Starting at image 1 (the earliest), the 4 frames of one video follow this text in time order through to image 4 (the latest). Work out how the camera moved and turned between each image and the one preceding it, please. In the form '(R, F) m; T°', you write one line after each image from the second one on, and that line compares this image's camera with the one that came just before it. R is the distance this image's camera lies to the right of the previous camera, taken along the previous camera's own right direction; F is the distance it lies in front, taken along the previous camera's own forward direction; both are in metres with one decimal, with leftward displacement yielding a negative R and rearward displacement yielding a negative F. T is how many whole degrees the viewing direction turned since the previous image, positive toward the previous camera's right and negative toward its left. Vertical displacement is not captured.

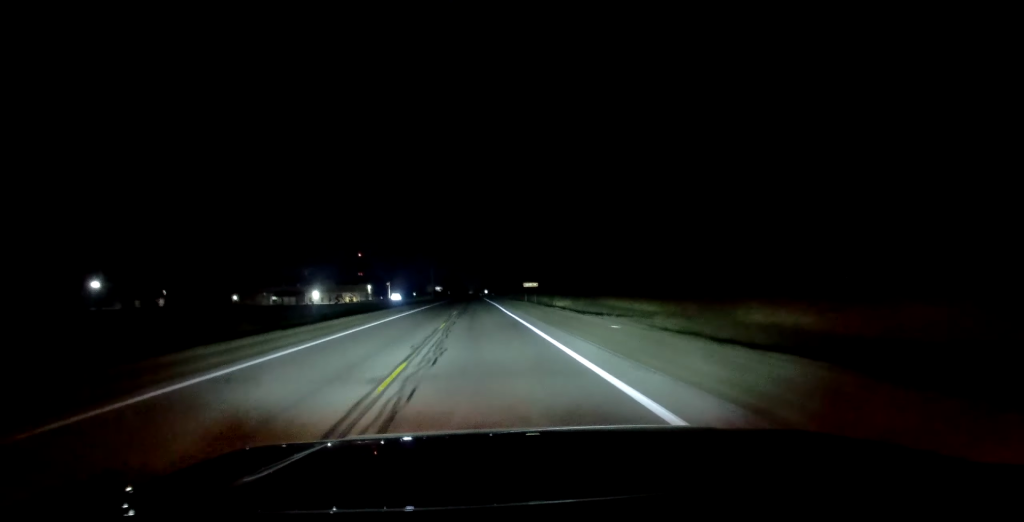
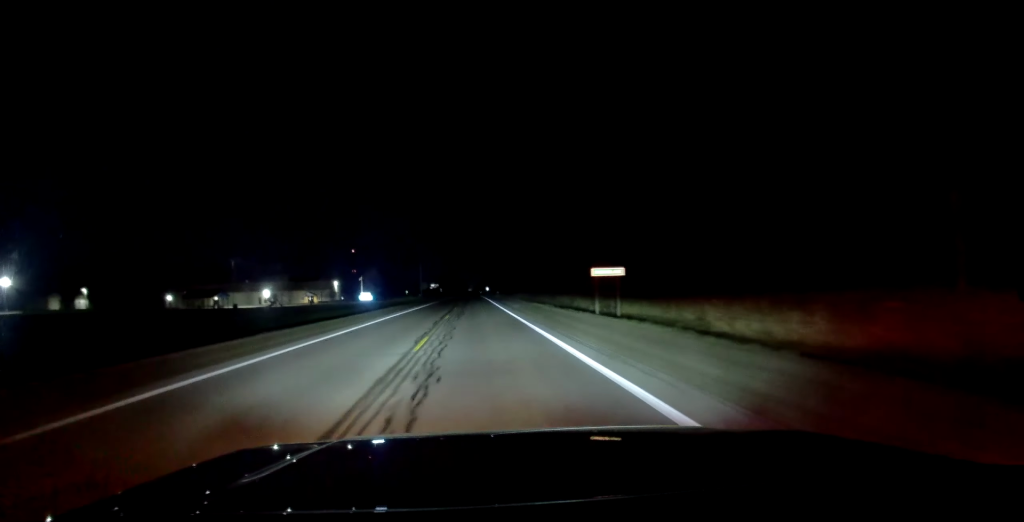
(+0.4, +57.0) m; 0°
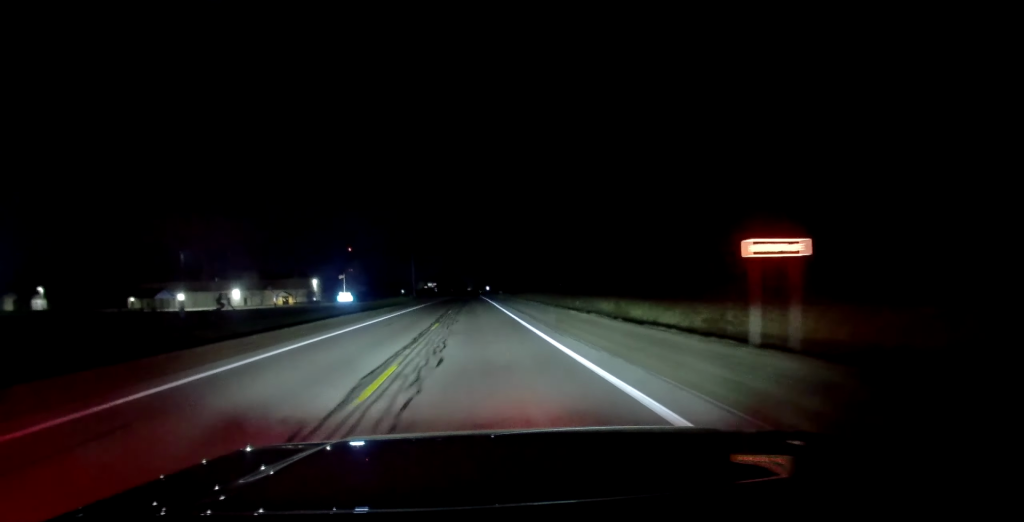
(+0.2, +24.2) m; 0°
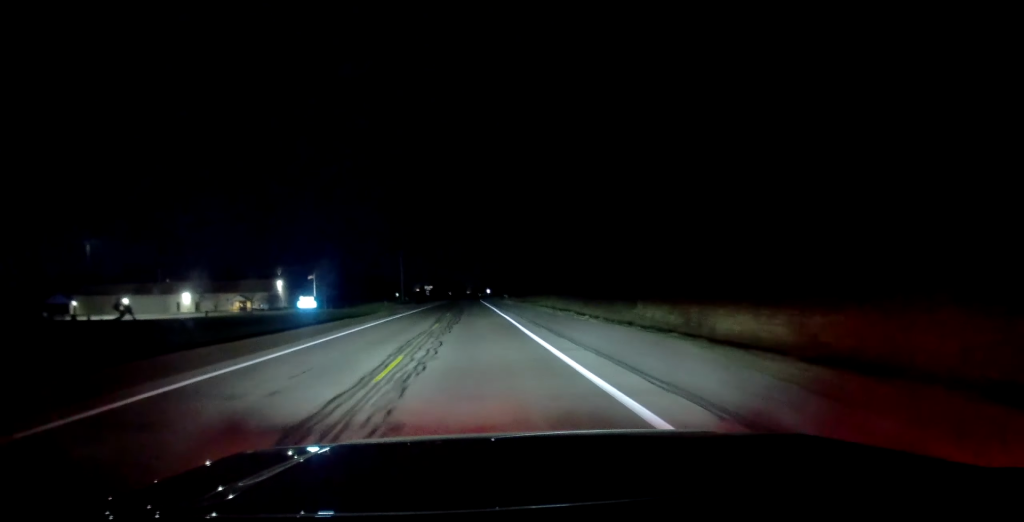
(-0.3, +31.5) m; -1°
